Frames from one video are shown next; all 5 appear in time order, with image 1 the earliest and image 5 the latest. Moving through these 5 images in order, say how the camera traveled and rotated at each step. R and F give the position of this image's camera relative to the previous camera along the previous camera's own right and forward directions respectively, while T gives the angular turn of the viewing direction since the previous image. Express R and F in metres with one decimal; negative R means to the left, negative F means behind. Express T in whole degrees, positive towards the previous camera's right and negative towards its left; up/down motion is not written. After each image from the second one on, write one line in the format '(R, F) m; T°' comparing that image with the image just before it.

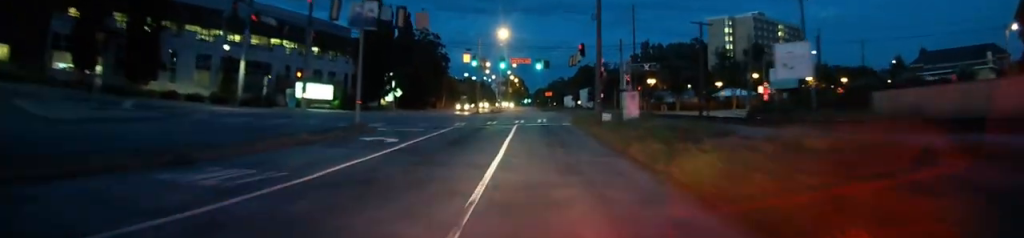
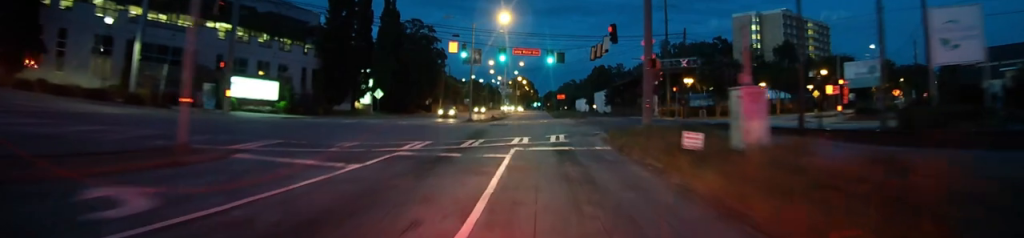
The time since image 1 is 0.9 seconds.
(-0.3, +16.2) m; -2°
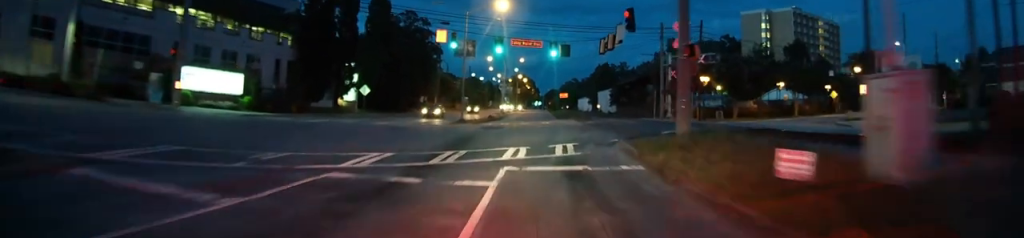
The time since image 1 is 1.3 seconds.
(-0.2, +6.3) m; 0°
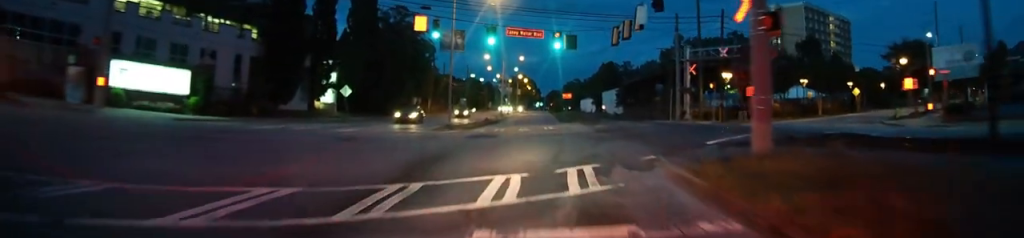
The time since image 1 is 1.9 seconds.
(-0.1, +7.8) m; +1°
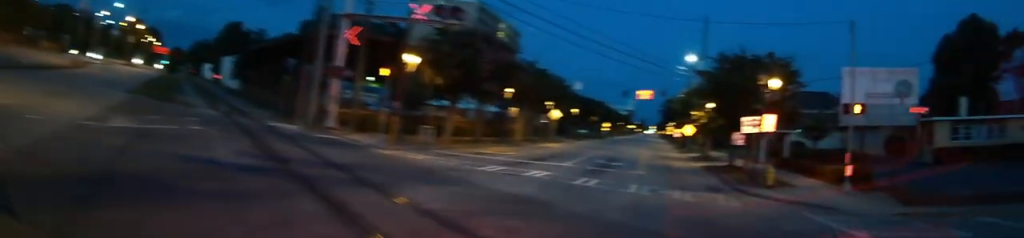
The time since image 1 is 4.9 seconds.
(+5.4, +25.8) m; +39°
